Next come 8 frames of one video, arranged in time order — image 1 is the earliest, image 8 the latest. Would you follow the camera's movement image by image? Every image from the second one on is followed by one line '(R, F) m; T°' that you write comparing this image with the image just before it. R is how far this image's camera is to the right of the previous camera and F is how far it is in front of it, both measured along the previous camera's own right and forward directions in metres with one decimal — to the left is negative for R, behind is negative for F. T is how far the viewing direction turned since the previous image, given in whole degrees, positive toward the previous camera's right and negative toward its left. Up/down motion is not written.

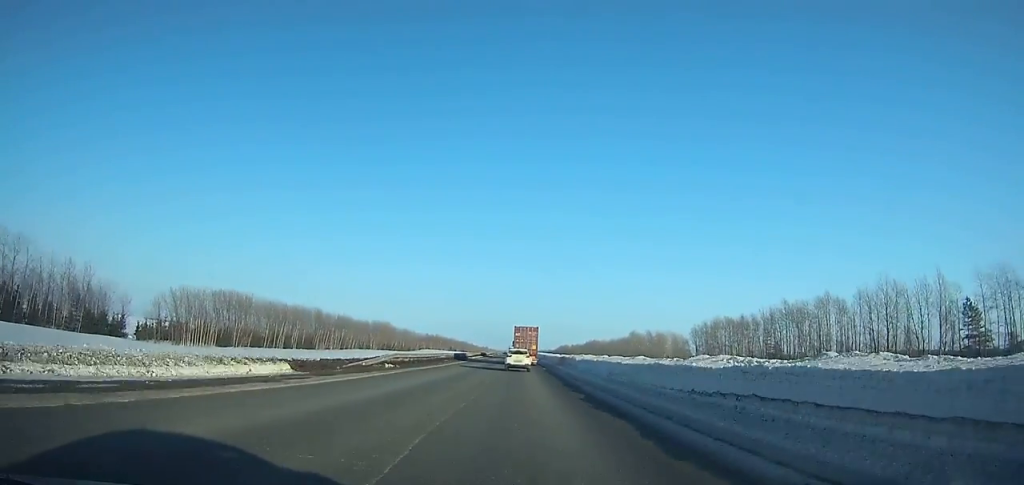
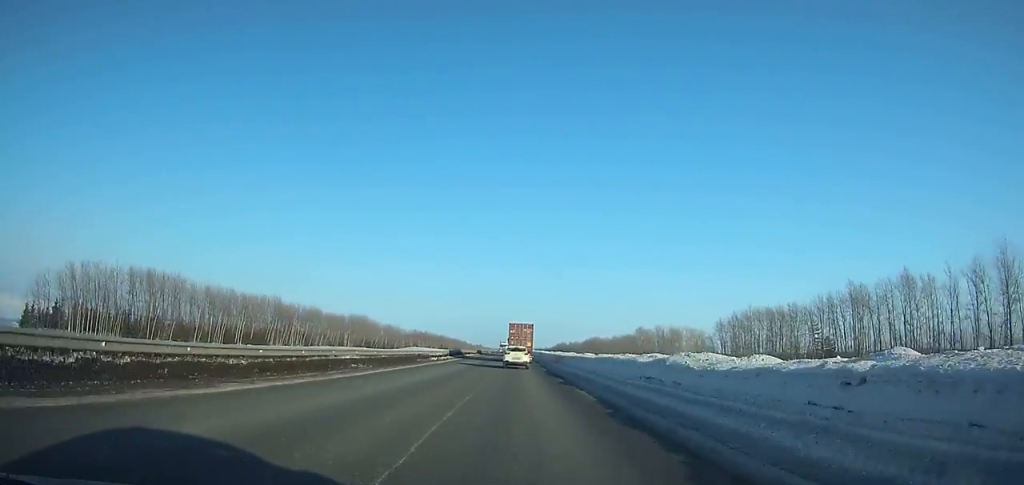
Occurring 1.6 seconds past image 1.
(+0.1, +32.9) m; 0°
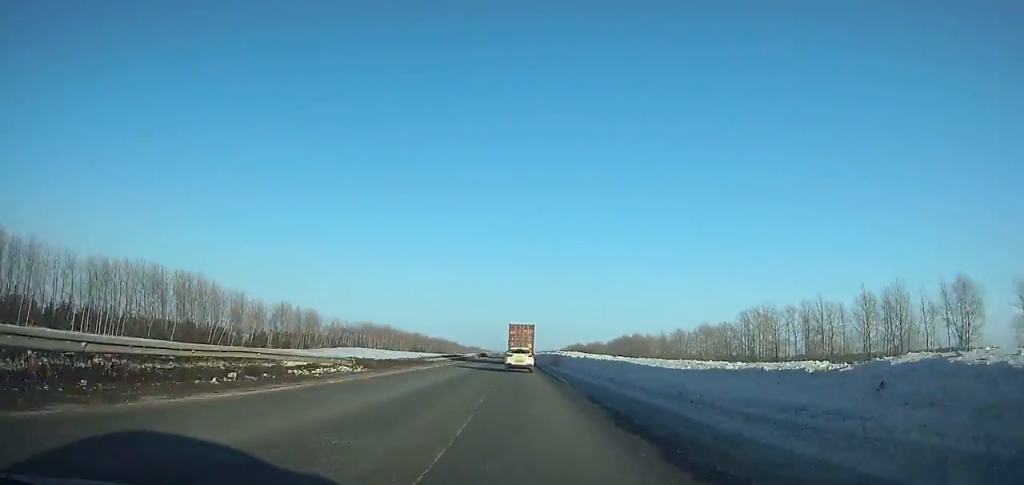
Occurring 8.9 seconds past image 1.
(-0.7, +152.2) m; 0°
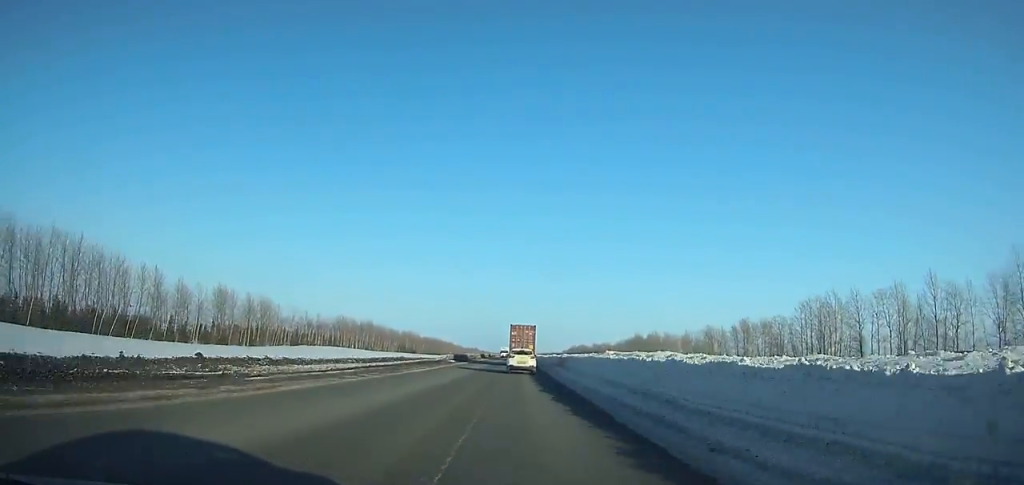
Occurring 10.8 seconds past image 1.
(0.0, +39.8) m; 0°
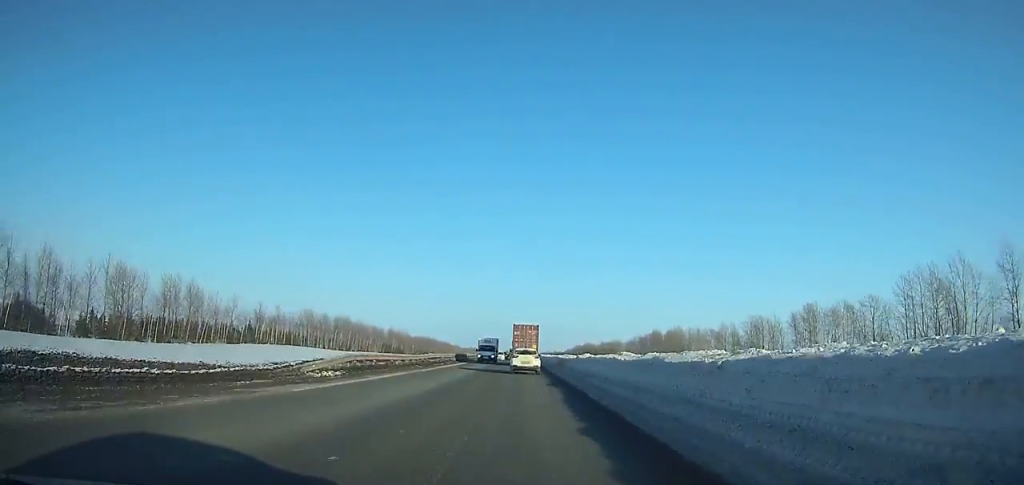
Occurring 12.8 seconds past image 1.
(+0.2, +42.0) m; 0°
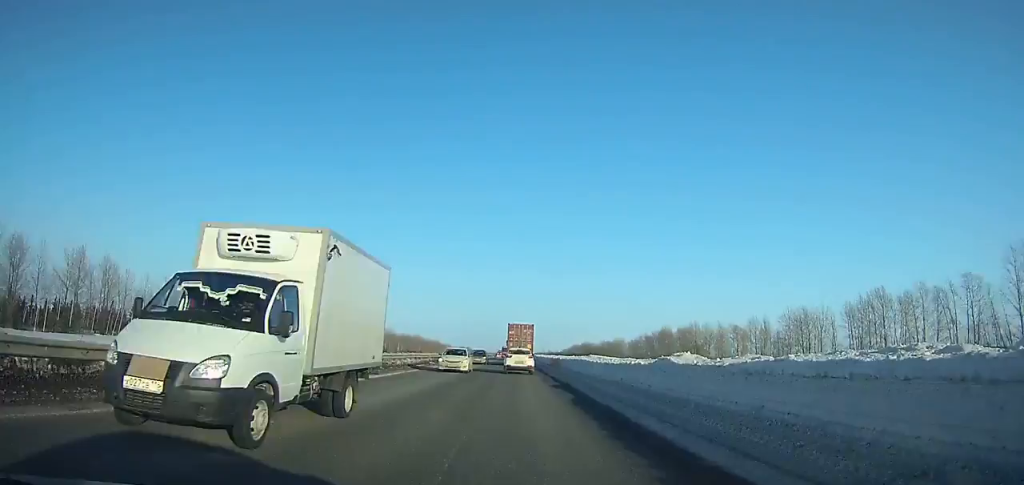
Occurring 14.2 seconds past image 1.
(0.0, +29.5) m; 0°
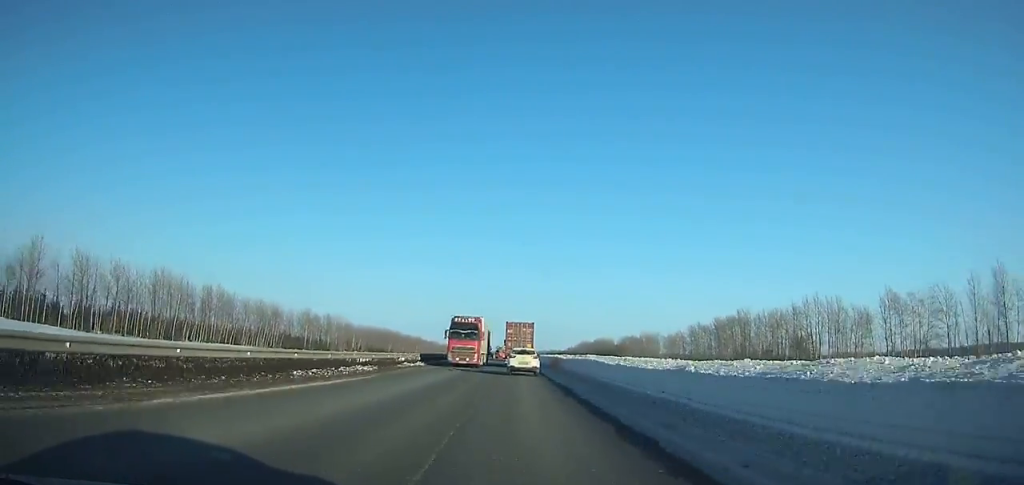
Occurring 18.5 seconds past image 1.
(-0.1, +90.8) m; 0°
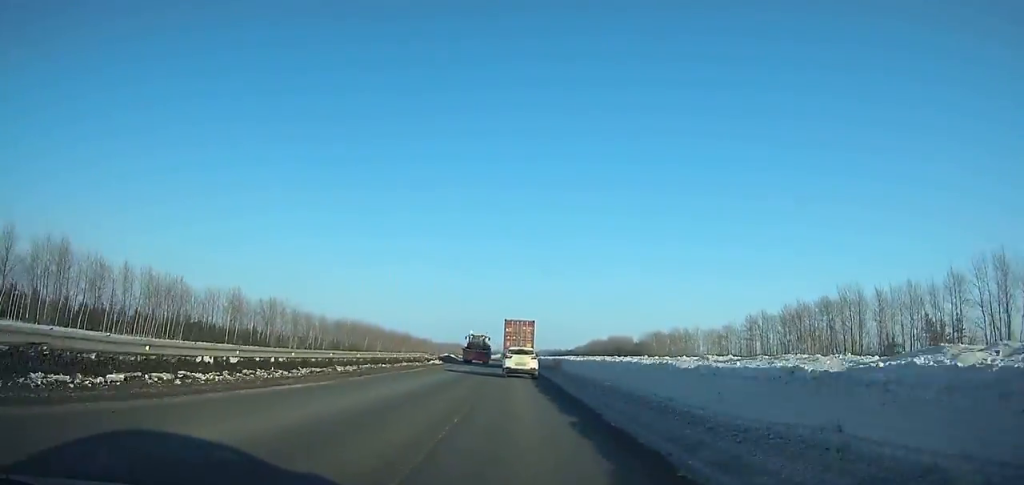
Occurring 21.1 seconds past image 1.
(-0.1, +54.5) m; 0°
